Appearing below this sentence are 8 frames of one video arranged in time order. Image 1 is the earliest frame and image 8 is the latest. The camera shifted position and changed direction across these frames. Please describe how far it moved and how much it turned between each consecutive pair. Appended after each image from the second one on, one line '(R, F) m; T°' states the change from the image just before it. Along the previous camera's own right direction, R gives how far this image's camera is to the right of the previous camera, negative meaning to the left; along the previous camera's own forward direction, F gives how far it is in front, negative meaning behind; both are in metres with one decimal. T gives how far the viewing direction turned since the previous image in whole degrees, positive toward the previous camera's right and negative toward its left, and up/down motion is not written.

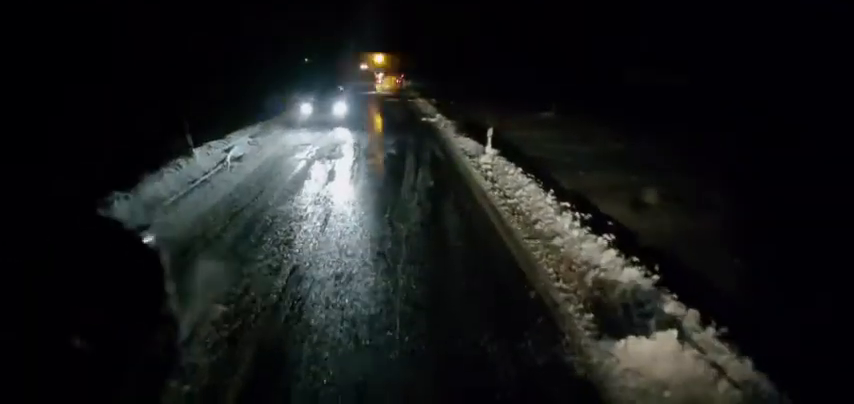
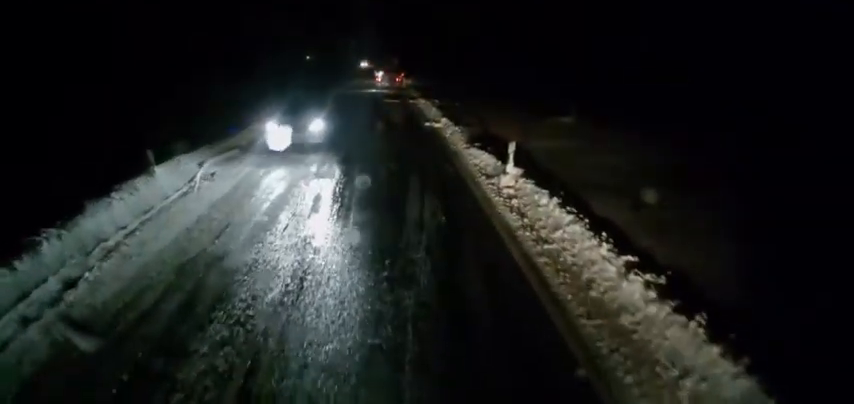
(0.0, +2.4) m; +3°
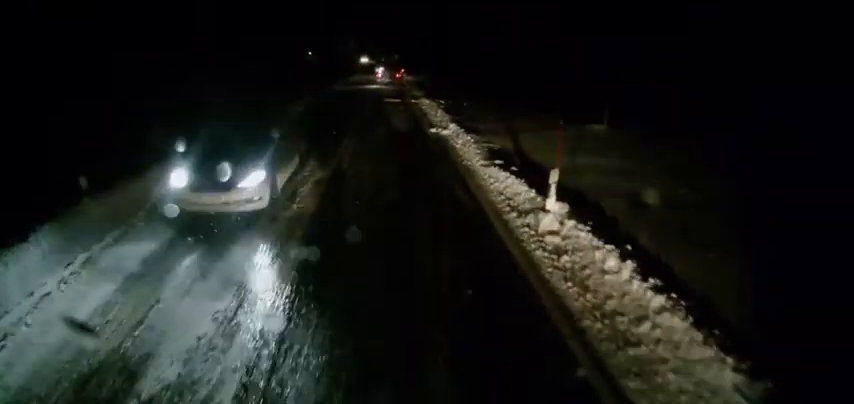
(+0.2, +2.8) m; -2°
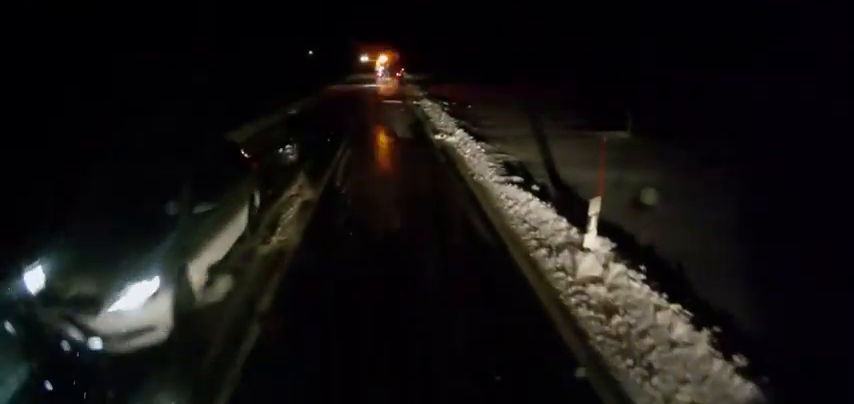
(-0.1, +1.7) m; 0°
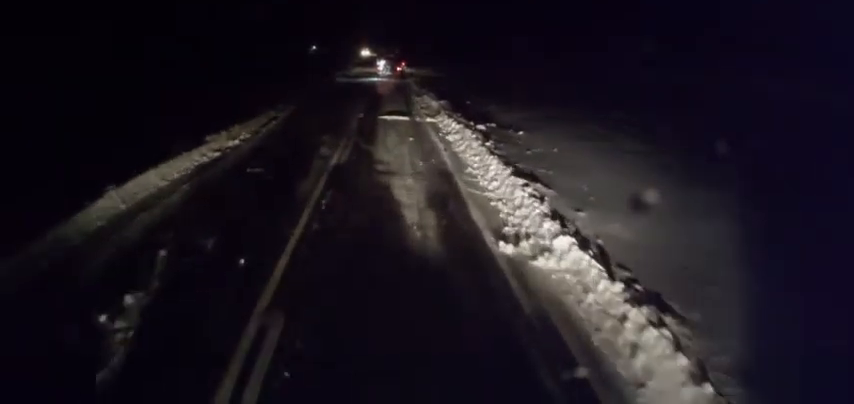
(+0.4, +9.7) m; +5°
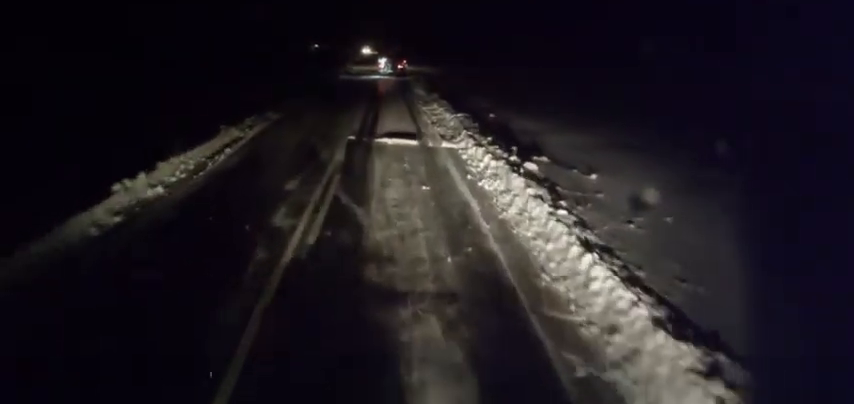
(-0.1, +5.4) m; -1°
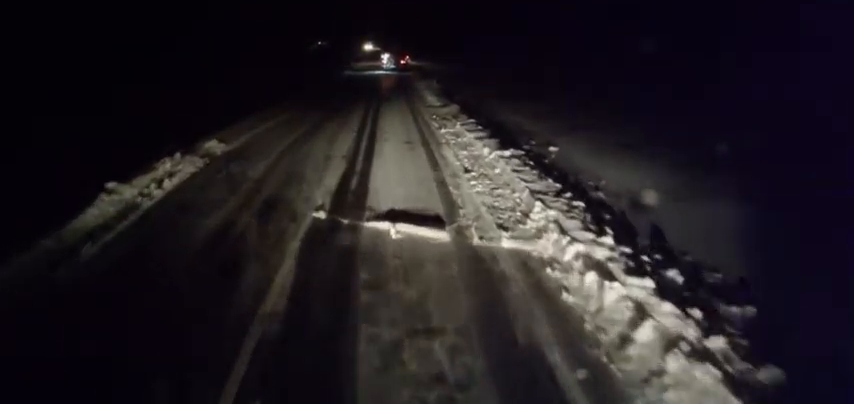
(+0.1, +7.4) m; -2°
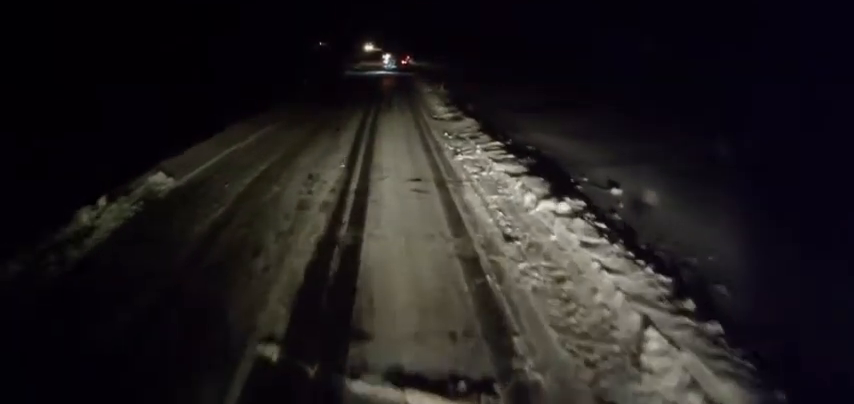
(-0.2, +3.7) m; +1°
